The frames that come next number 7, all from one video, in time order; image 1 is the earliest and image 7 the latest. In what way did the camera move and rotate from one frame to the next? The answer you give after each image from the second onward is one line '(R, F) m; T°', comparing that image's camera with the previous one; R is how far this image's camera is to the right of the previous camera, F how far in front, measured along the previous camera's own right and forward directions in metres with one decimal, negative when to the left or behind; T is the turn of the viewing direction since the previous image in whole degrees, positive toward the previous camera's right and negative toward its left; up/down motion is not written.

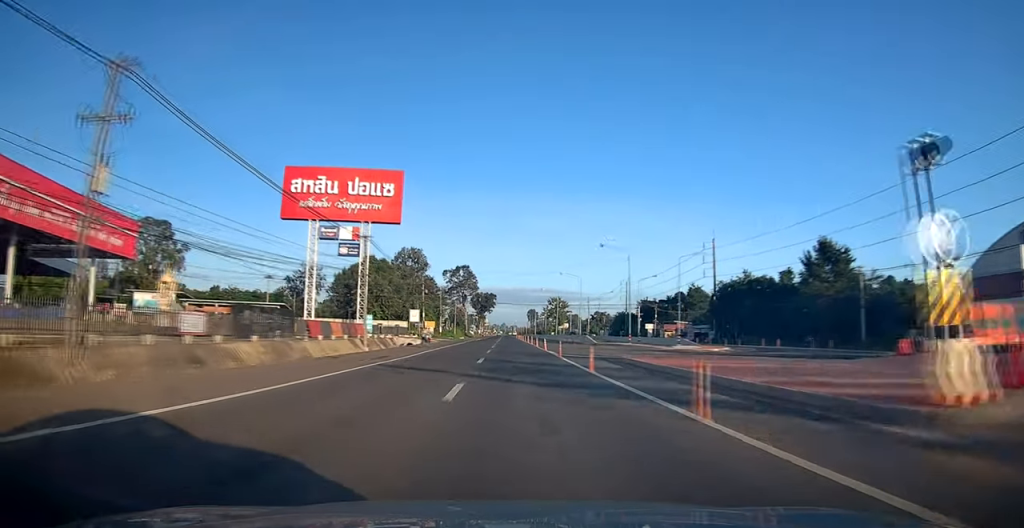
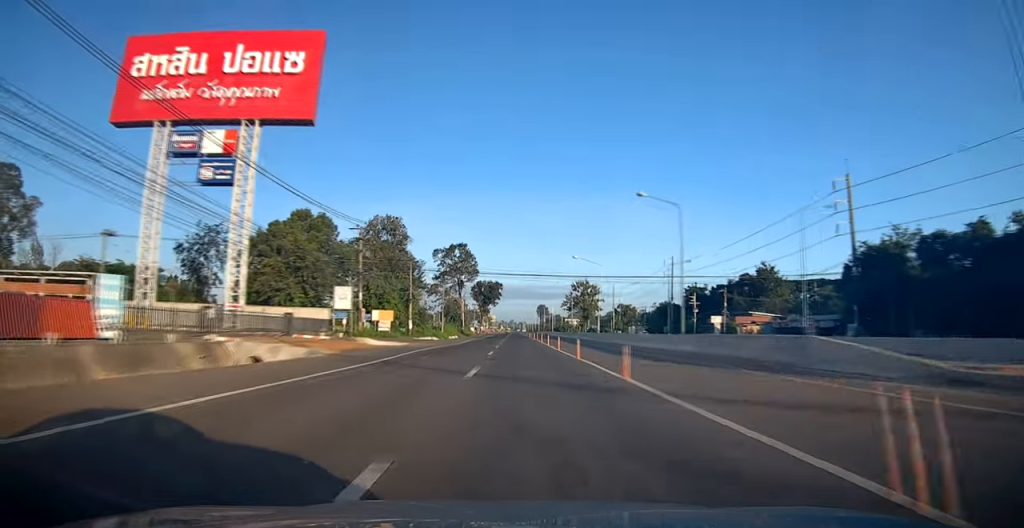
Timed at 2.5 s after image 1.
(-0.2, +44.5) m; -1°
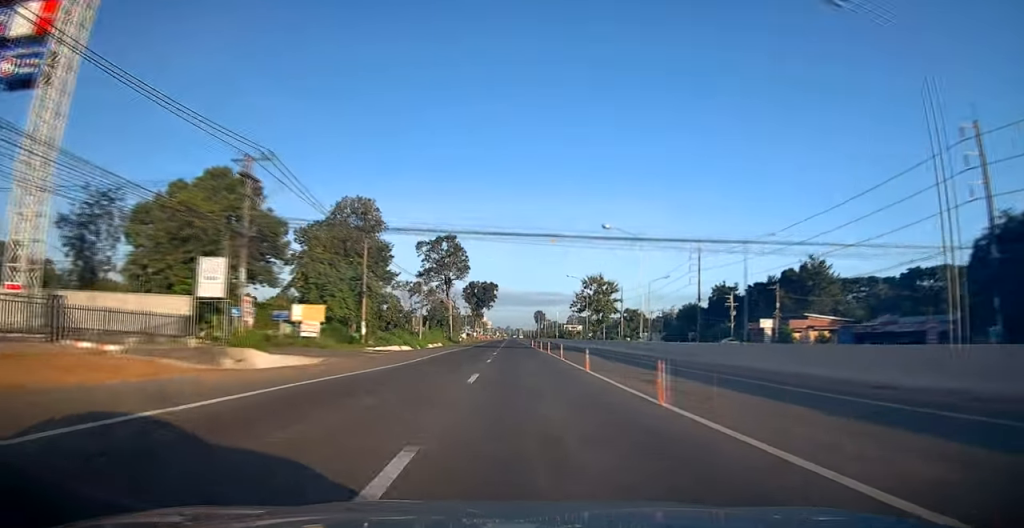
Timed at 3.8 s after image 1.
(+0.1, +23.0) m; +1°
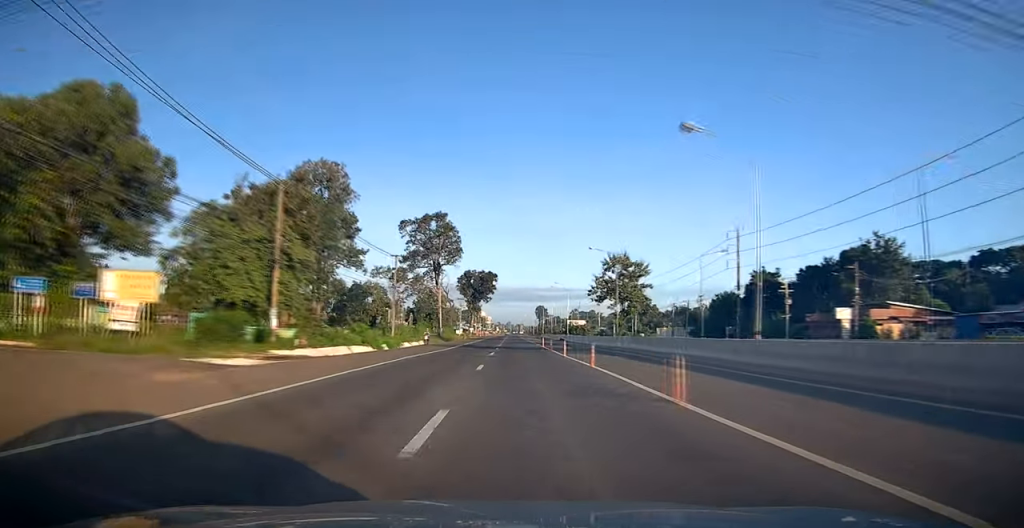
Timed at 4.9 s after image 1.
(+0.1, +21.0) m; -1°
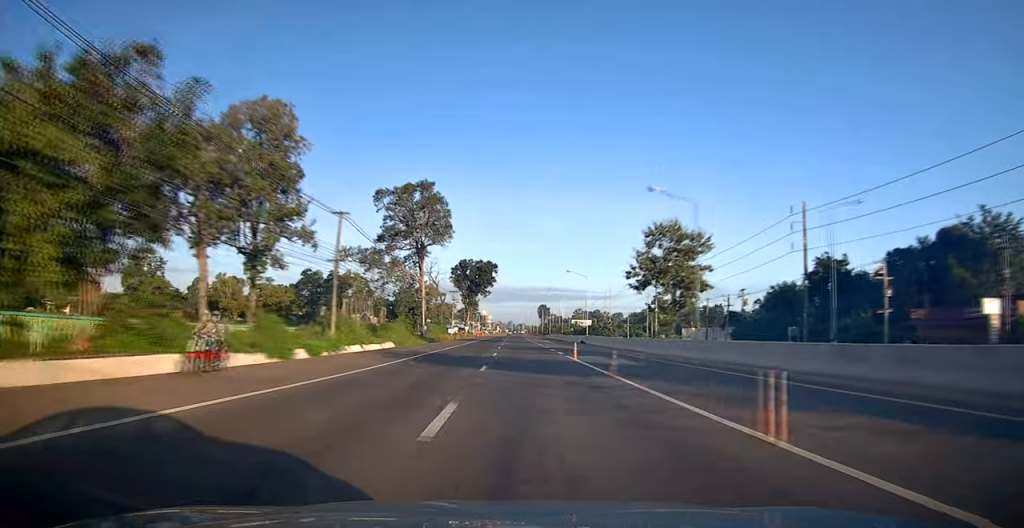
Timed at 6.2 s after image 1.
(-0.8, +23.4) m; -1°
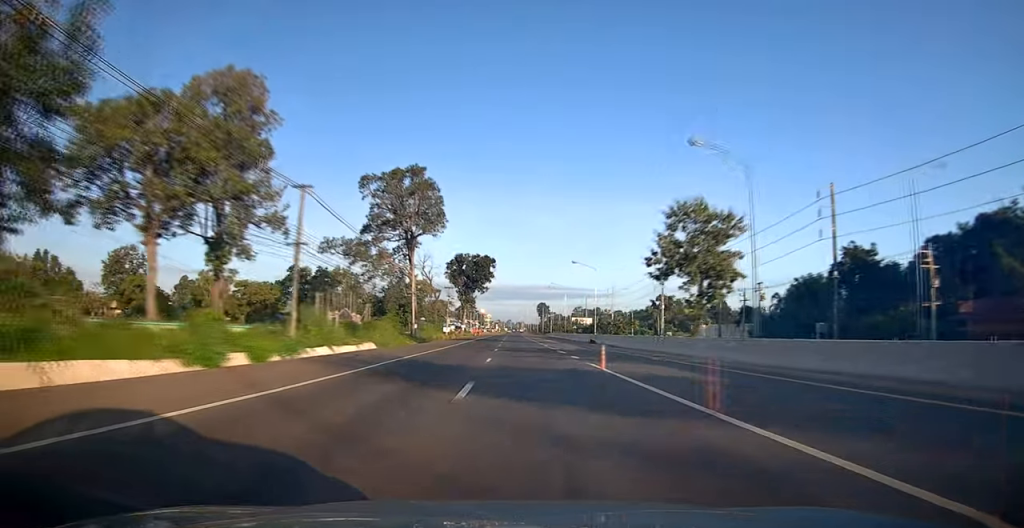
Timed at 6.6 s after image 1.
(+0.1, +8.1) m; +1°
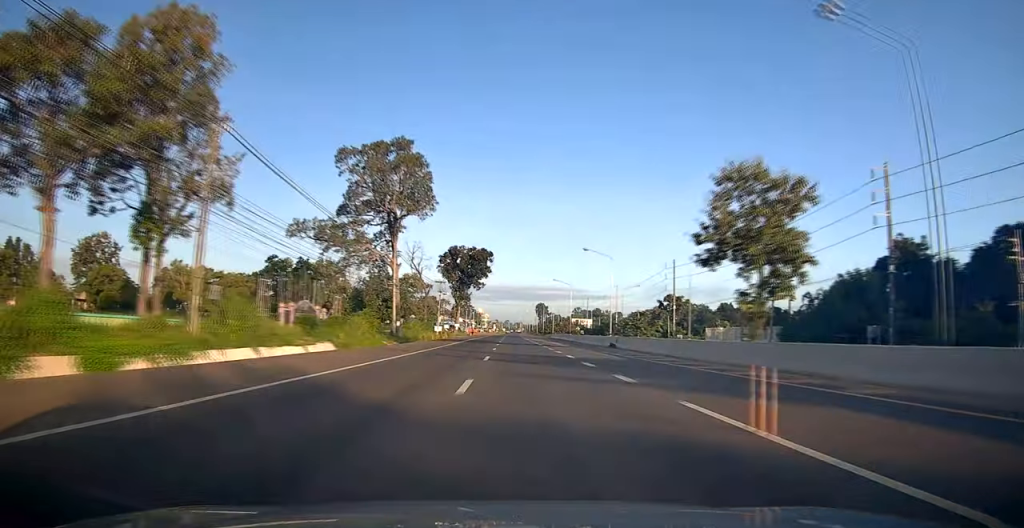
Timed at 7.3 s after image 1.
(+0.4, +11.7) m; +2°
